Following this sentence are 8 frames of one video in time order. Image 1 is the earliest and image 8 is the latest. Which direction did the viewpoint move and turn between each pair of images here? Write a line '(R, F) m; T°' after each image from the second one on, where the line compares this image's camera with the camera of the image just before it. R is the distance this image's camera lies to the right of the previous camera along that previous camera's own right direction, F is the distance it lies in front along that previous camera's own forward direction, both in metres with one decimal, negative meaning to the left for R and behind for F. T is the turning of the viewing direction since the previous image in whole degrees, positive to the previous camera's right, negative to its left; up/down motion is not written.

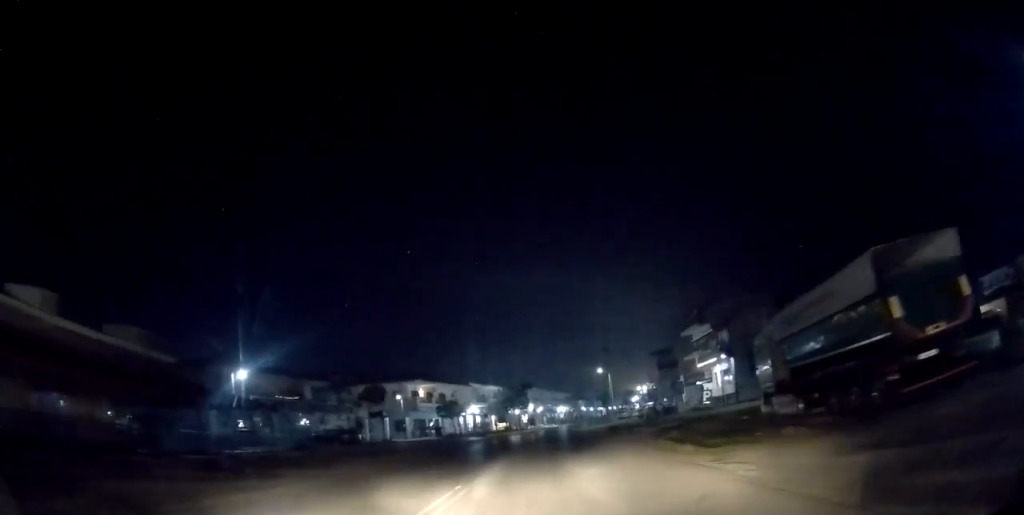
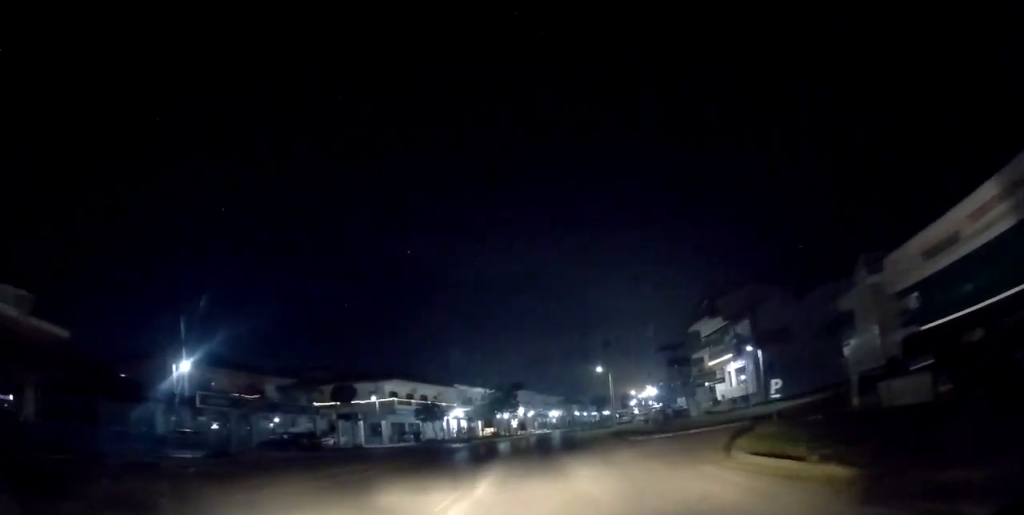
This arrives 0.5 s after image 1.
(+0.2, +7.2) m; +1°
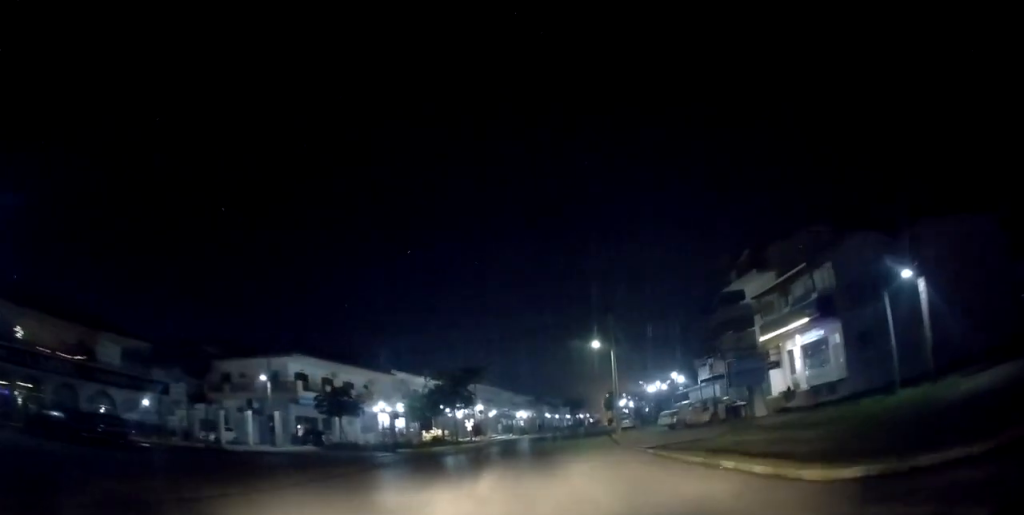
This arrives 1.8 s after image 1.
(+0.4, +20.4) m; +2°
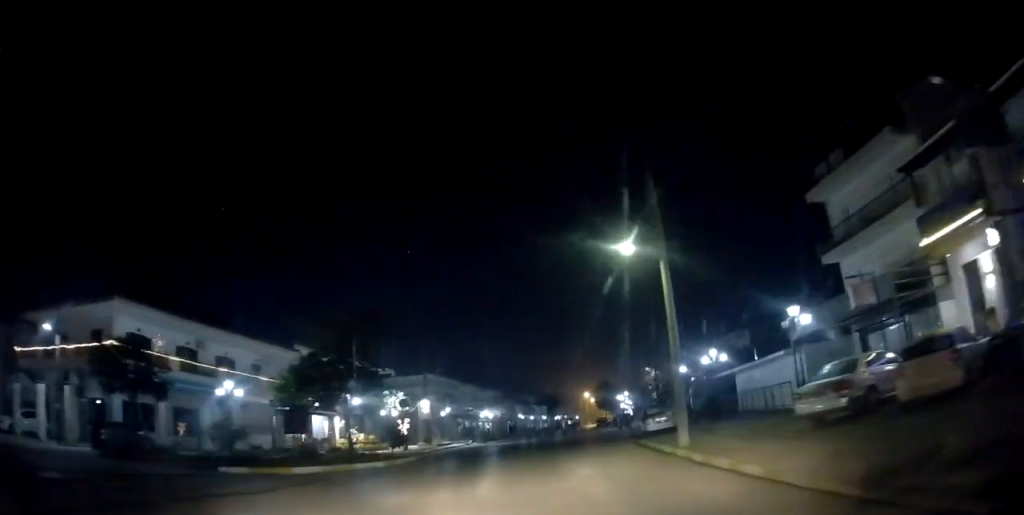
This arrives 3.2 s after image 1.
(+0.5, +19.3) m; +2°
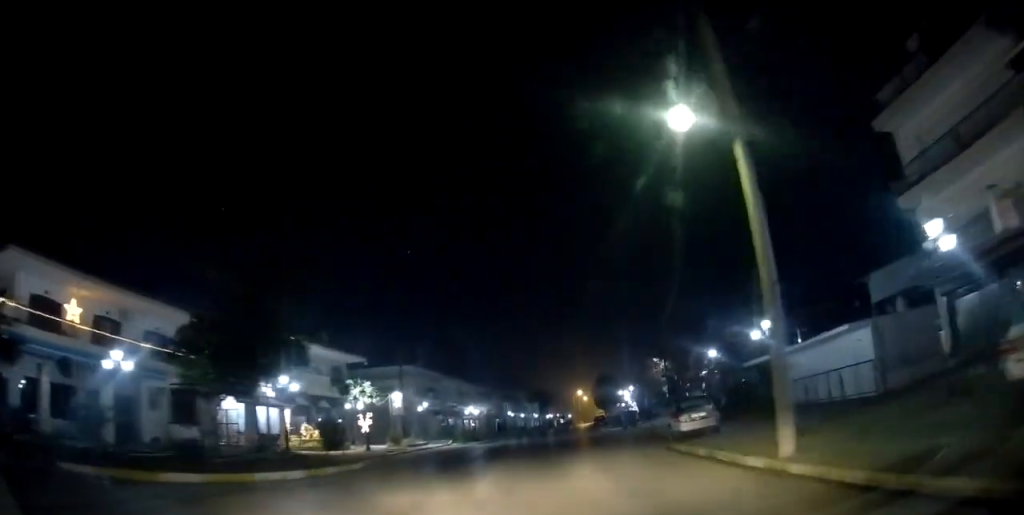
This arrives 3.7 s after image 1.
(0.0, +6.6) m; 0°
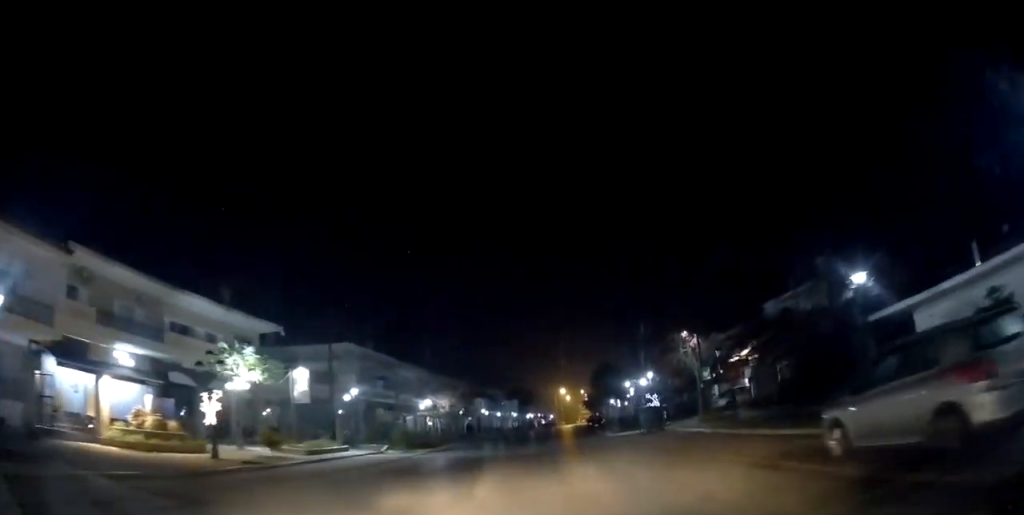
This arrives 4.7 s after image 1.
(+0.1, +12.3) m; +2°
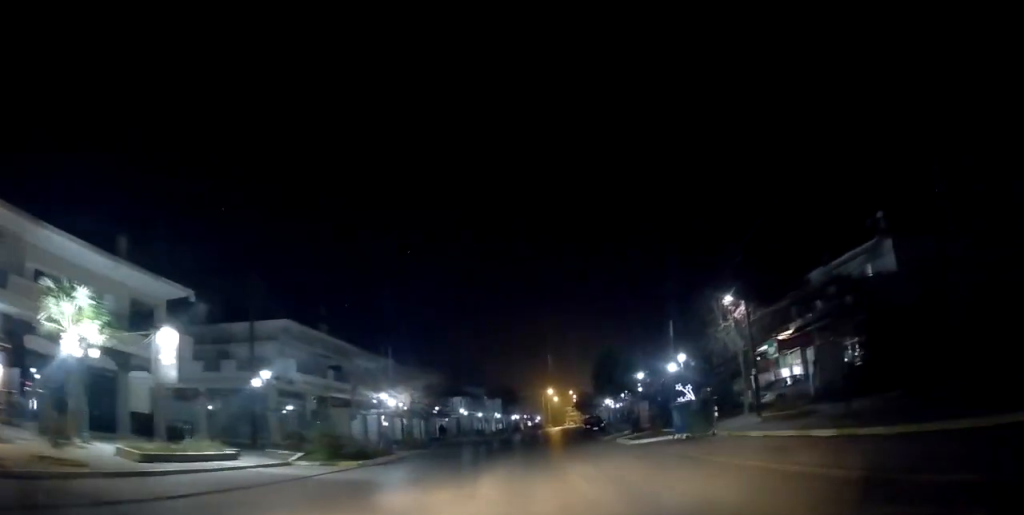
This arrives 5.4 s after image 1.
(+0.1, +8.1) m; +1°
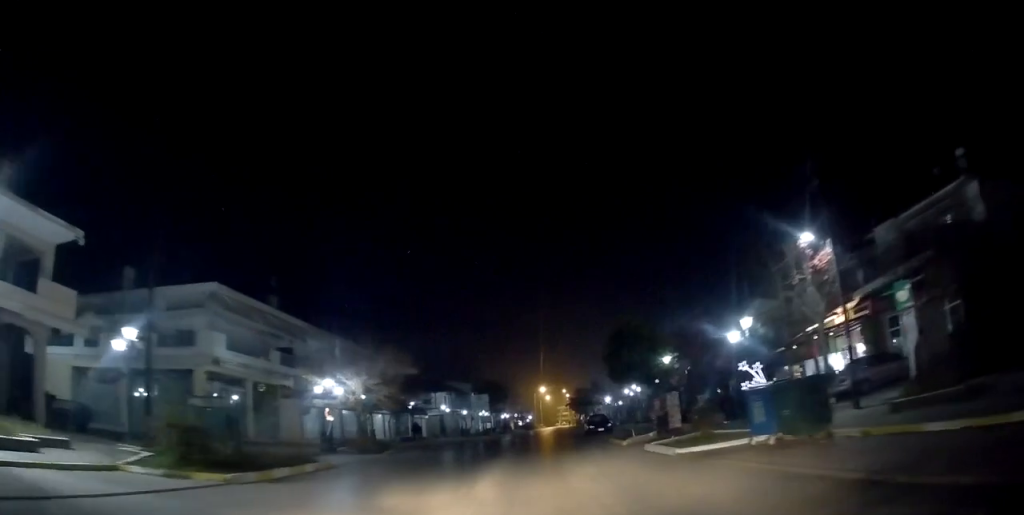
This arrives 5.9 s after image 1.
(0.0, +6.9) m; +1°
